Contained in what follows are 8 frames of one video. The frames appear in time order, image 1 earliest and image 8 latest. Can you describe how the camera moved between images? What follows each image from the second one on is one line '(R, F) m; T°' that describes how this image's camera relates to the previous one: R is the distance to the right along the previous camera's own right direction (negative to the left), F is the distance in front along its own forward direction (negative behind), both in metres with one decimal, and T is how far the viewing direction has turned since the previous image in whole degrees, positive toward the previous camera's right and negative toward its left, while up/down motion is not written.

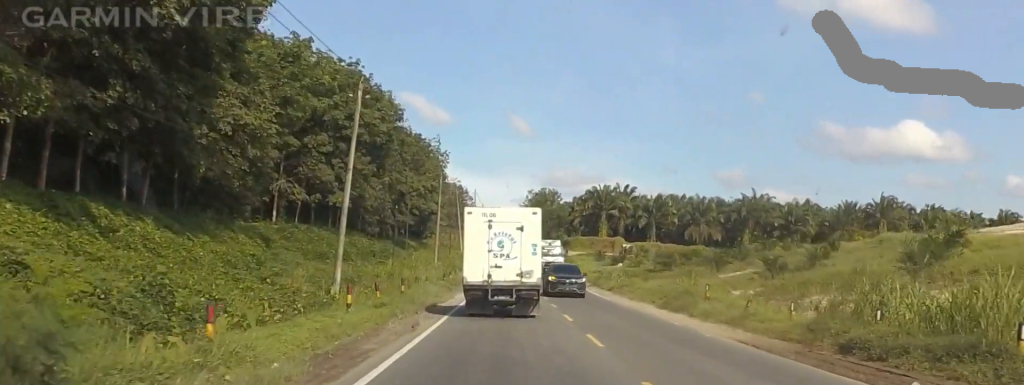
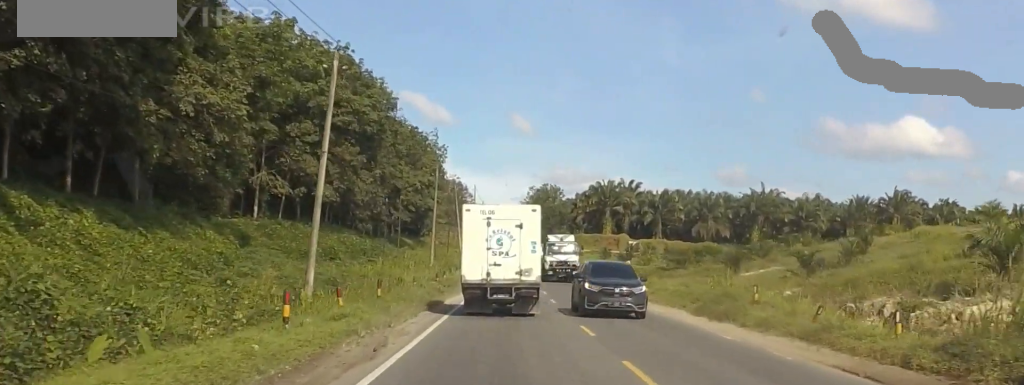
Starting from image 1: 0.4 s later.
(-0.1, +5.9) m; -1°
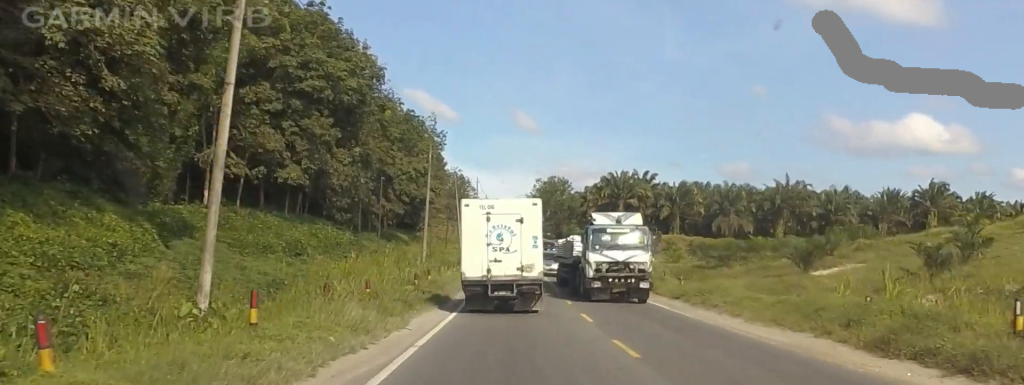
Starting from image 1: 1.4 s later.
(0.0, +12.9) m; 0°
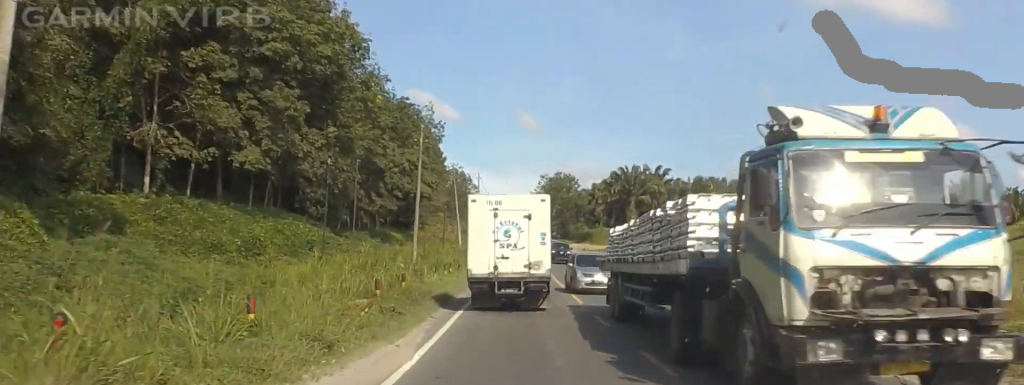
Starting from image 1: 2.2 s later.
(0.0, +10.3) m; 0°
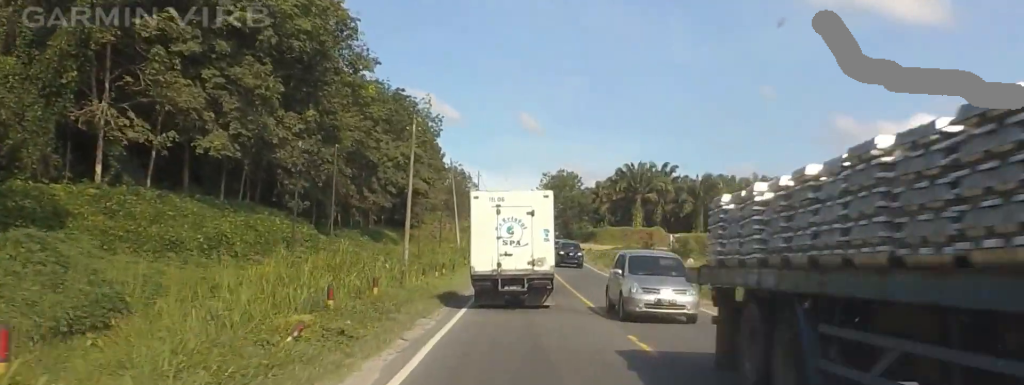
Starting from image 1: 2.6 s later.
(0.0, +5.9) m; 0°
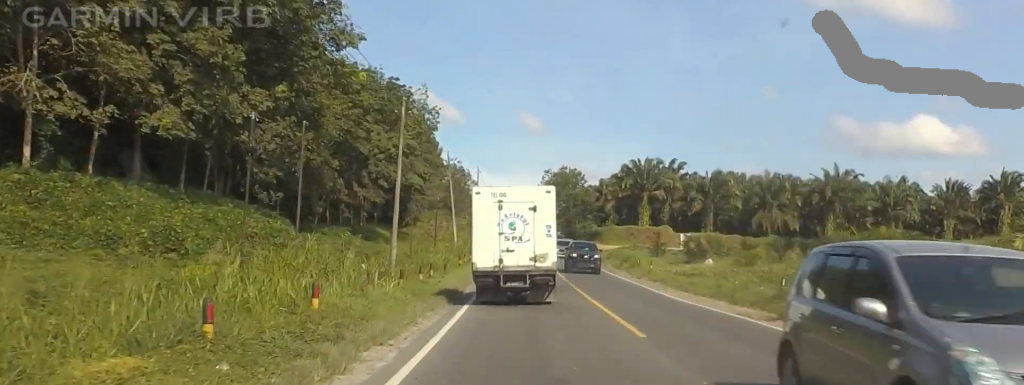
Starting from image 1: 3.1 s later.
(0.0, +6.5) m; 0°
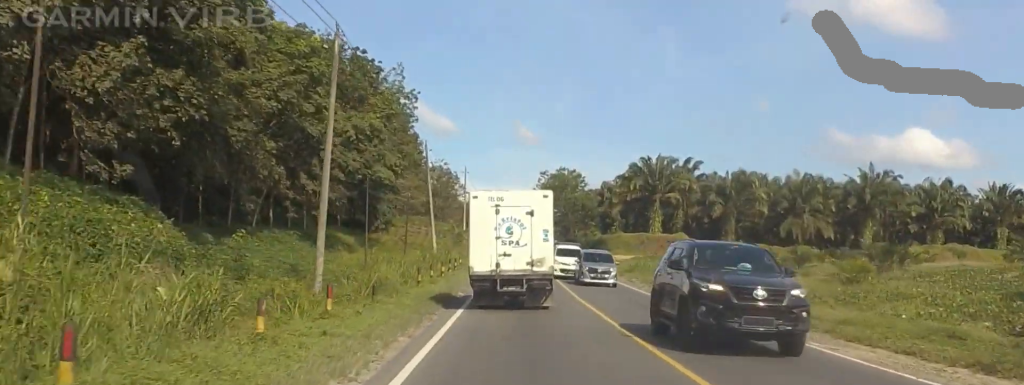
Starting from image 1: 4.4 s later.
(0.0, +18.4) m; 0°
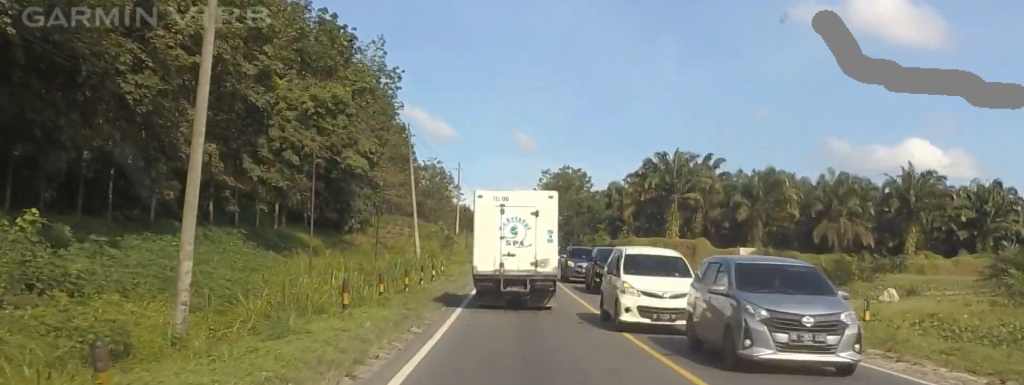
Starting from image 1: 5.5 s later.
(0.0, +14.0) m; 0°
